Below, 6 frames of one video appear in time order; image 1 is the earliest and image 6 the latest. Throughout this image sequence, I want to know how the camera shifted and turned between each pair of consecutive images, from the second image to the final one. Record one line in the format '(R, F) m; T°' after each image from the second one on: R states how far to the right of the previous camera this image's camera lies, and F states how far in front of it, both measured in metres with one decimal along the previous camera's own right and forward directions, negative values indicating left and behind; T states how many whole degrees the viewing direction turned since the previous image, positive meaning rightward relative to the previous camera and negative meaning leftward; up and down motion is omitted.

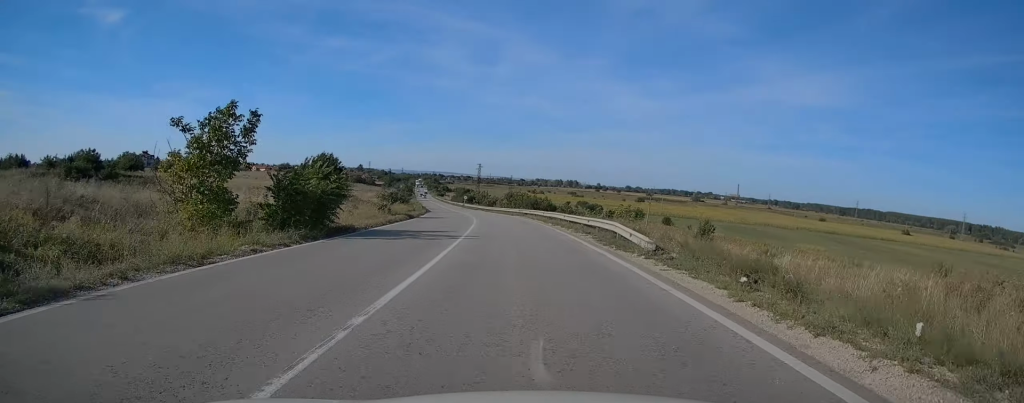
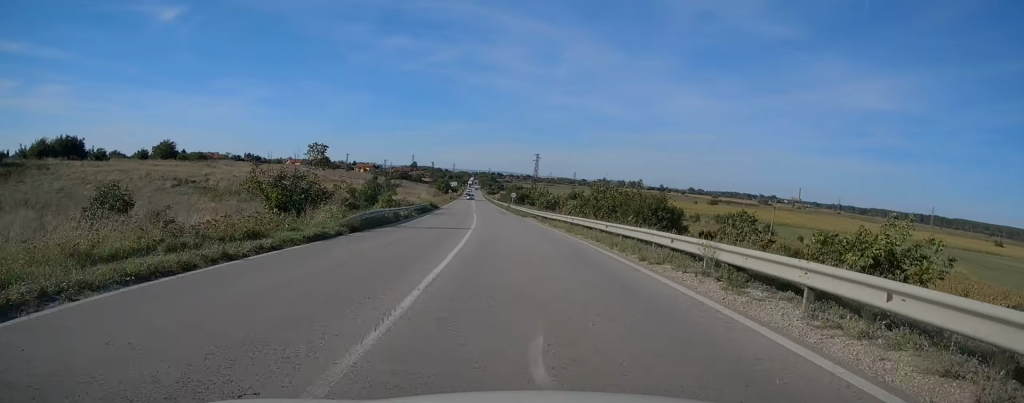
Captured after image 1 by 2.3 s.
(-2.4, +43.5) m; -6°
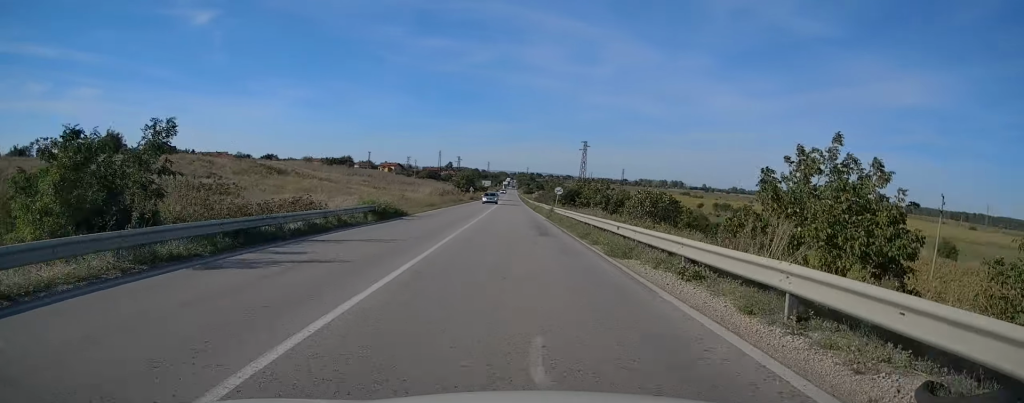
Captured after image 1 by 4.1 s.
(-1.2, +36.6) m; -4°
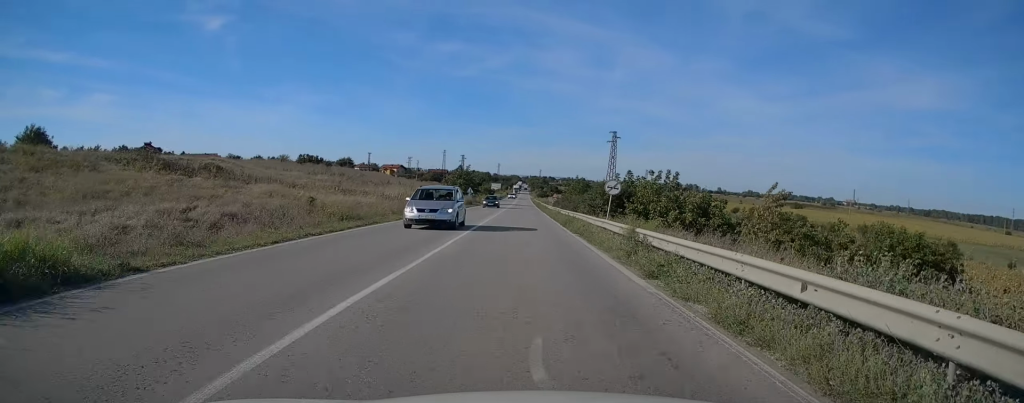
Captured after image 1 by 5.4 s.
(-0.3, +26.8) m; -1°
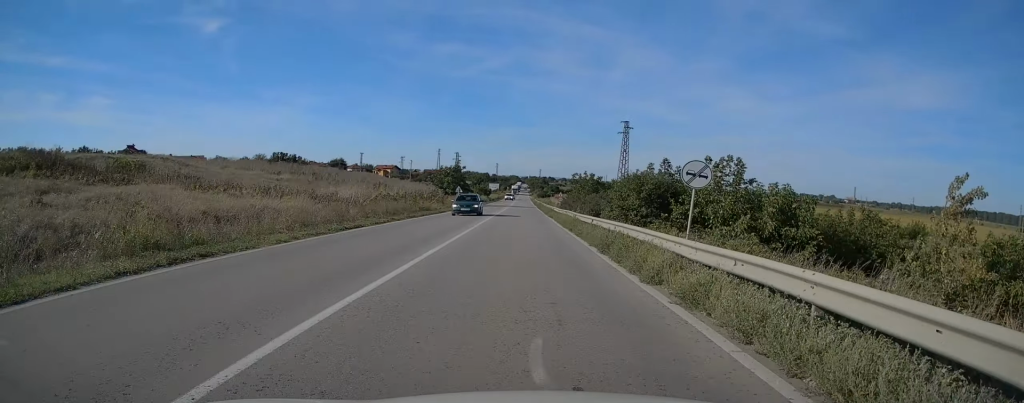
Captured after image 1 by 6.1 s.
(0.0, +13.9) m; 0°
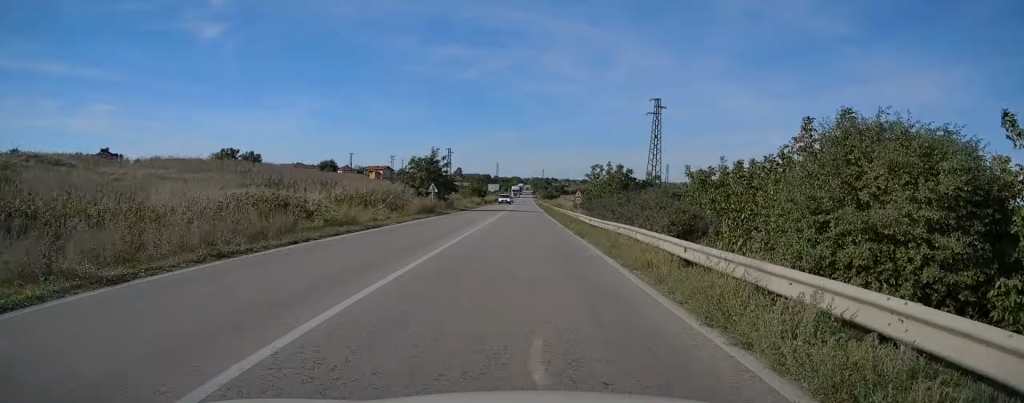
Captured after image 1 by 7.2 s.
(-0.2, +21.7) m; 0°
